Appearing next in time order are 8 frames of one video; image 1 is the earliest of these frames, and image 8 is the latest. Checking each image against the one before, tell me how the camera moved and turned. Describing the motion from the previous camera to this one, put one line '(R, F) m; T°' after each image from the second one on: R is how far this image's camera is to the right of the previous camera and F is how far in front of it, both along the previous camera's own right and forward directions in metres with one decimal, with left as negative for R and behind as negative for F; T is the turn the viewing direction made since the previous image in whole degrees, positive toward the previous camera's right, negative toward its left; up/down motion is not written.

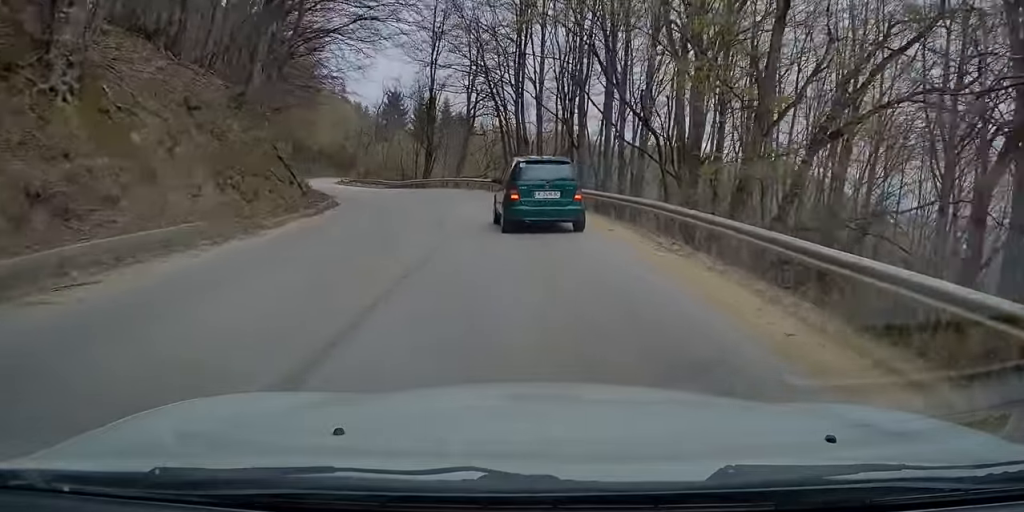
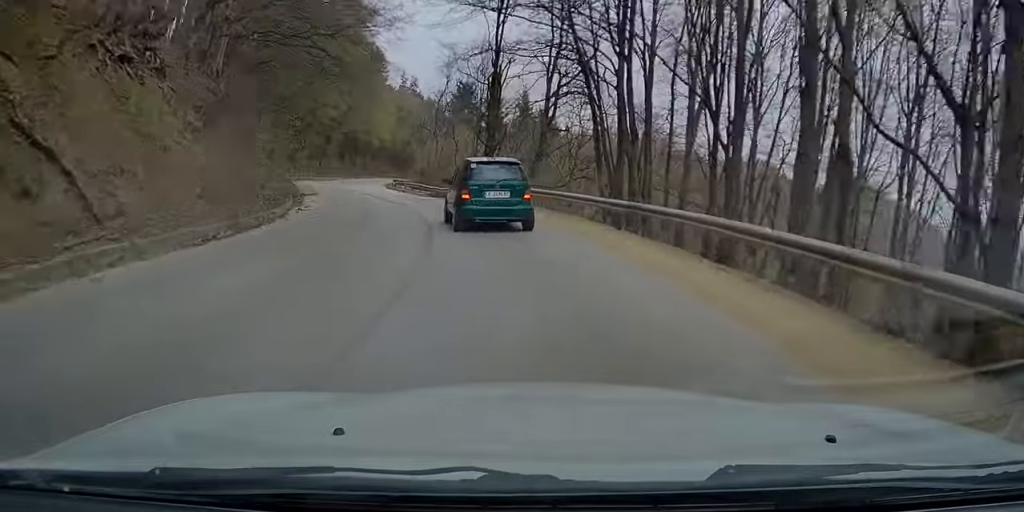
(-0.5, +15.3) m; -6°
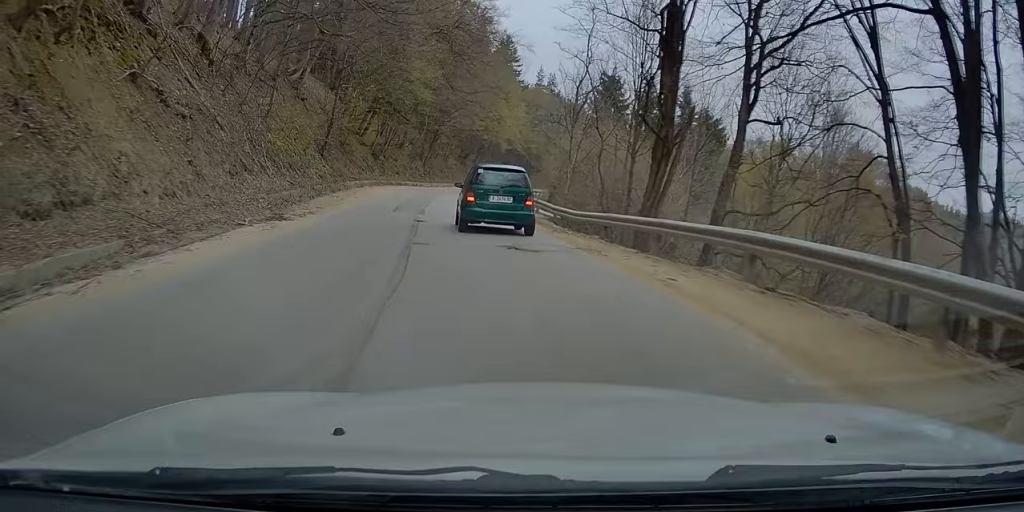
(-1.9, +16.1) m; -13°
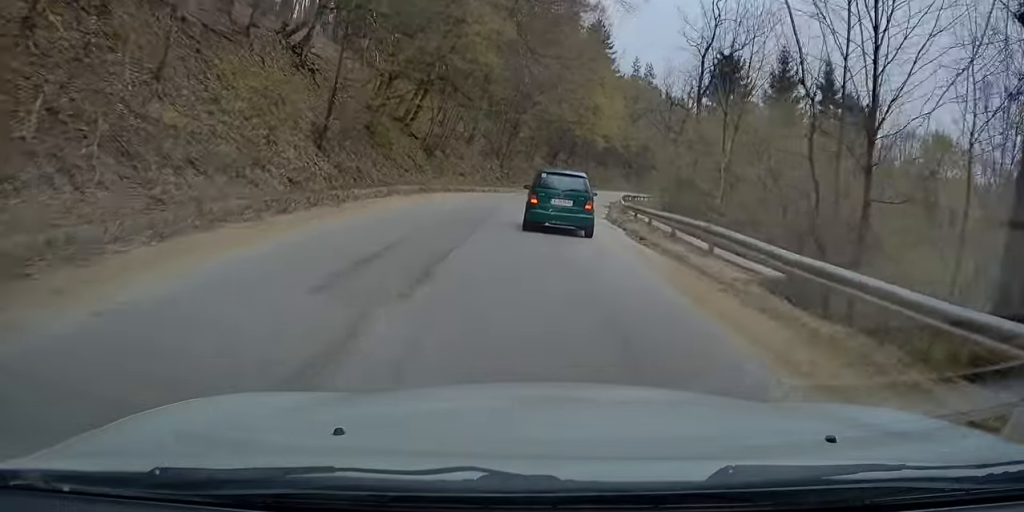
(-1.0, +13.3) m; -7°
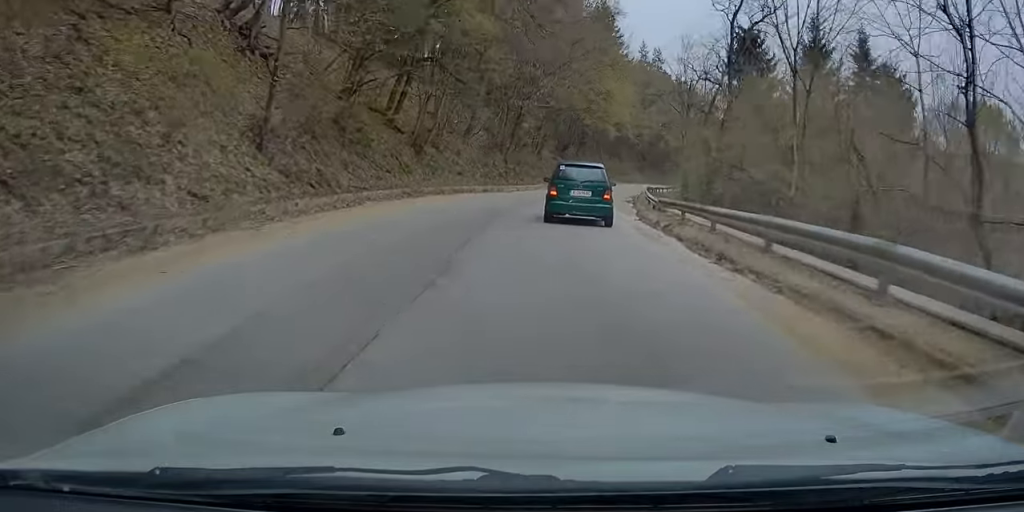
(0.0, +5.5) m; -3°
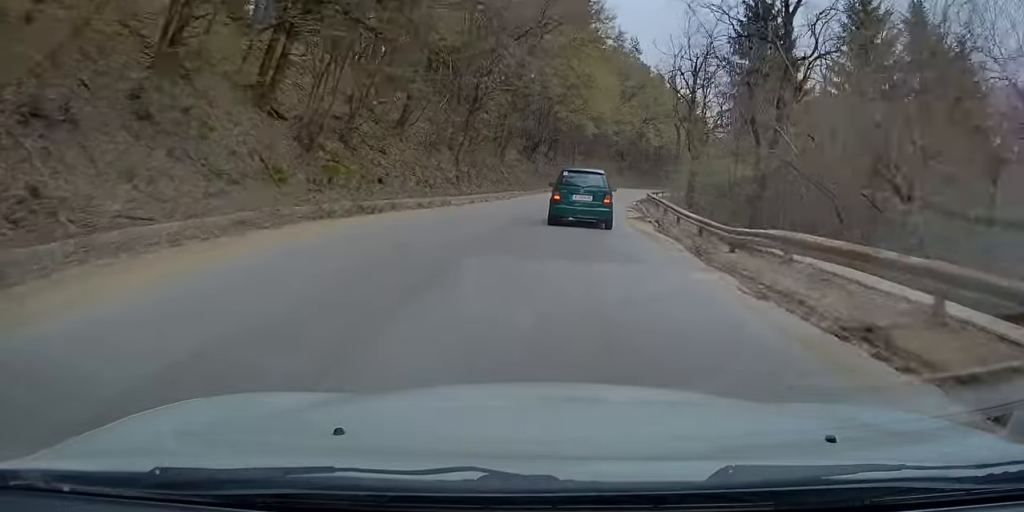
(-0.6, +12.1) m; -1°
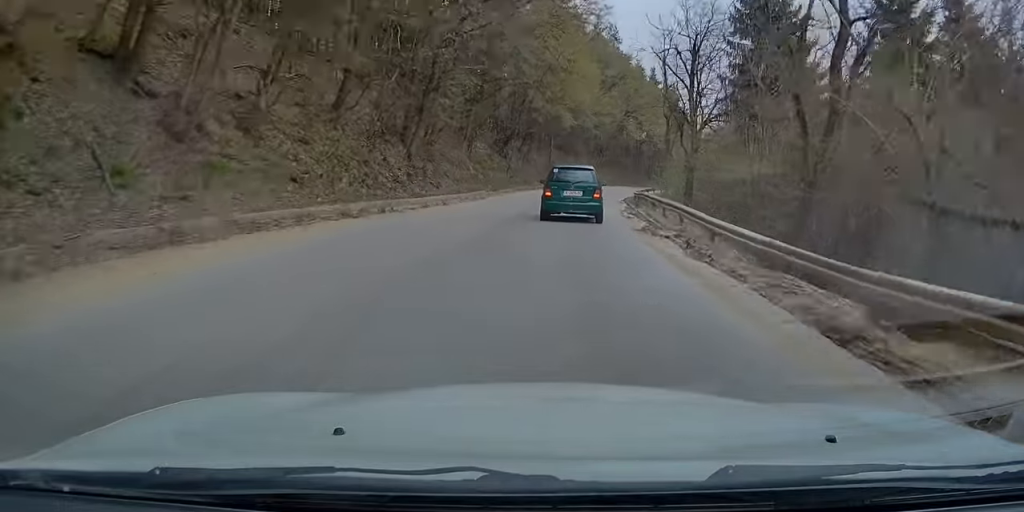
(+0.2, +6.6) m; +1°
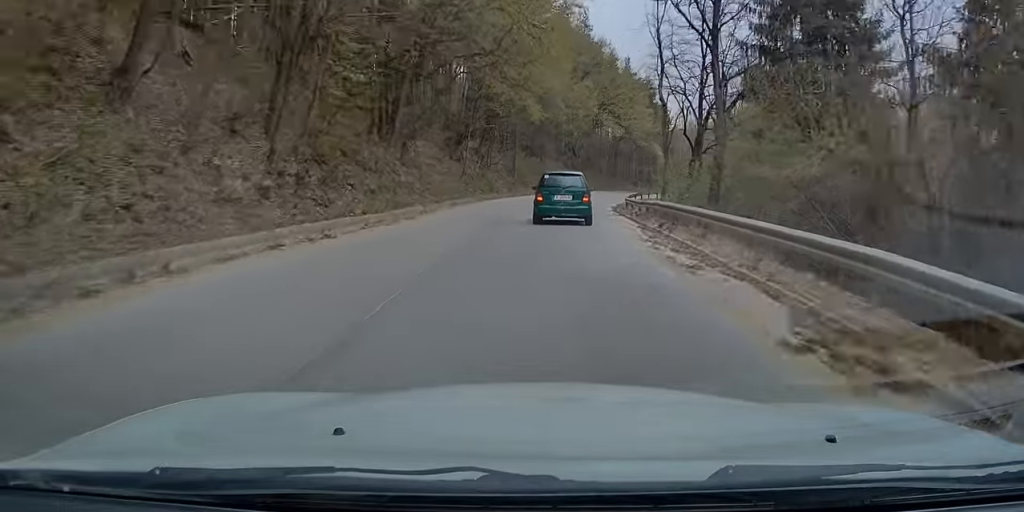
(+0.4, +12.2) m; +3°
